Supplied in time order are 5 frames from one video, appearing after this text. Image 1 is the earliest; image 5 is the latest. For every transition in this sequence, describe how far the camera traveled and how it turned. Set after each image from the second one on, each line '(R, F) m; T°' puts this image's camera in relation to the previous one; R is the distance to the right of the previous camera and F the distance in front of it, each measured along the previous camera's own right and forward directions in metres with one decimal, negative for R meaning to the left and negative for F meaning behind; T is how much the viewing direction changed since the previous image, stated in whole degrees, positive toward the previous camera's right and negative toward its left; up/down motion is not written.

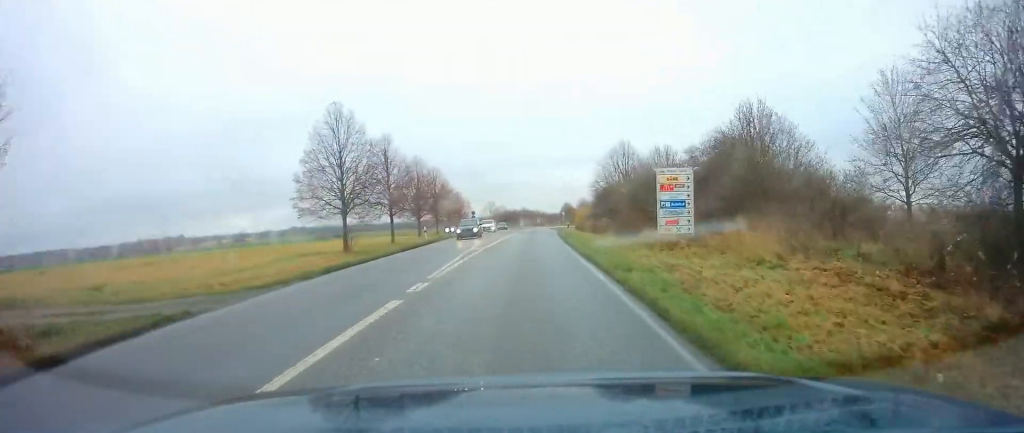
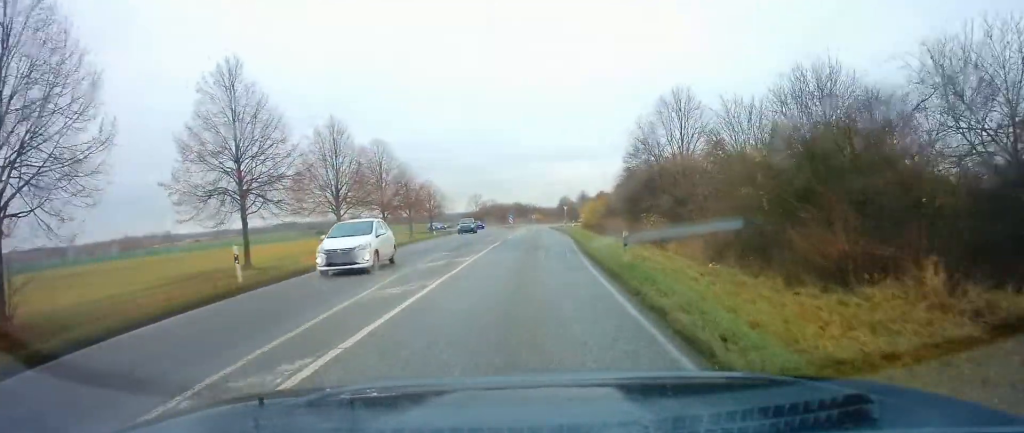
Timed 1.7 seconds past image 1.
(+0.4, +24.9) m; +3°
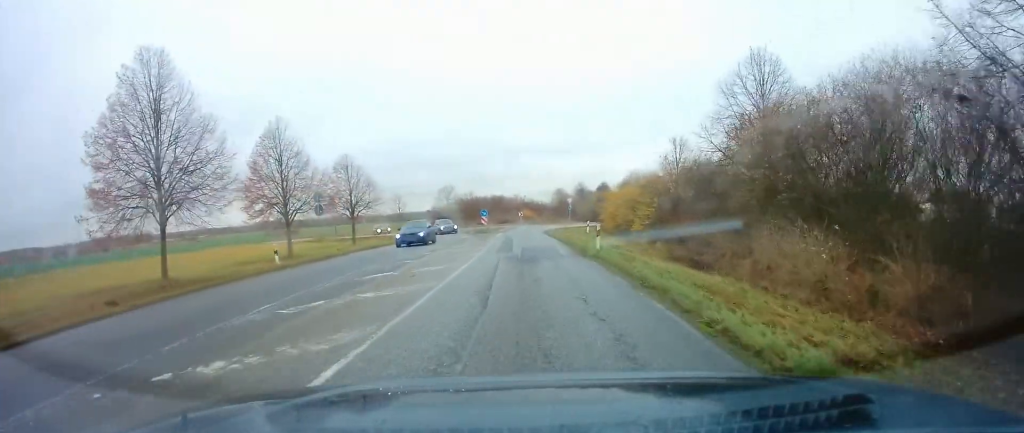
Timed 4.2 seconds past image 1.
(0.0, +33.1) m; +1°
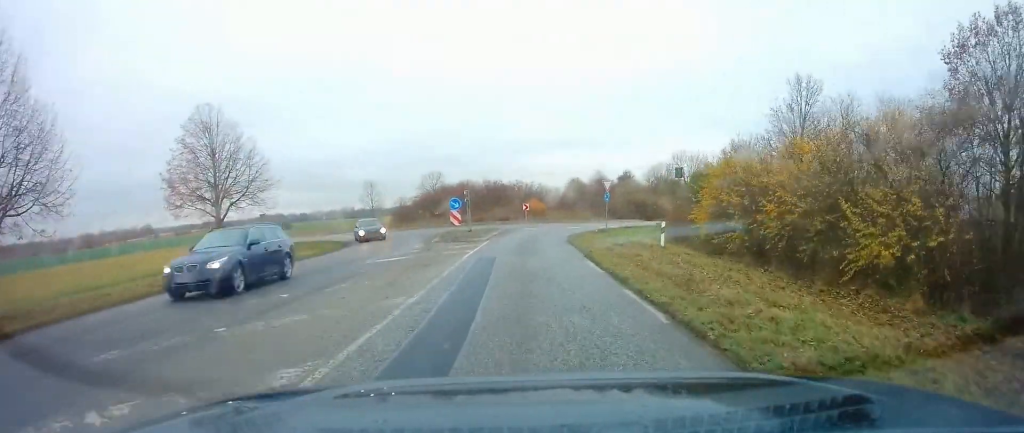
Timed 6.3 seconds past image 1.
(-0.2, +24.1) m; -2°
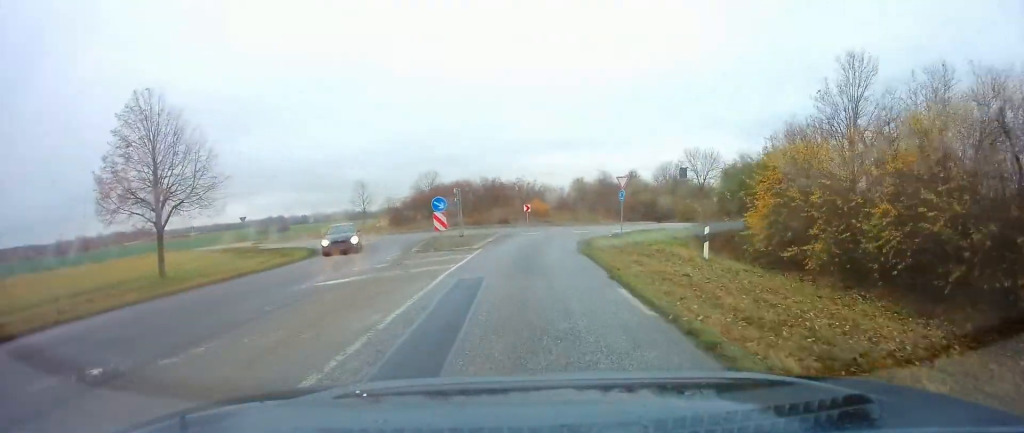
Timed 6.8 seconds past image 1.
(-0.1, +5.3) m; -1°
